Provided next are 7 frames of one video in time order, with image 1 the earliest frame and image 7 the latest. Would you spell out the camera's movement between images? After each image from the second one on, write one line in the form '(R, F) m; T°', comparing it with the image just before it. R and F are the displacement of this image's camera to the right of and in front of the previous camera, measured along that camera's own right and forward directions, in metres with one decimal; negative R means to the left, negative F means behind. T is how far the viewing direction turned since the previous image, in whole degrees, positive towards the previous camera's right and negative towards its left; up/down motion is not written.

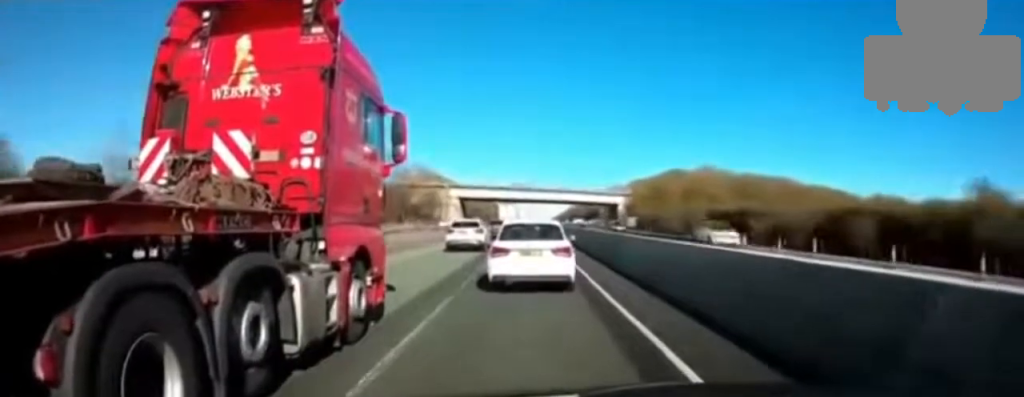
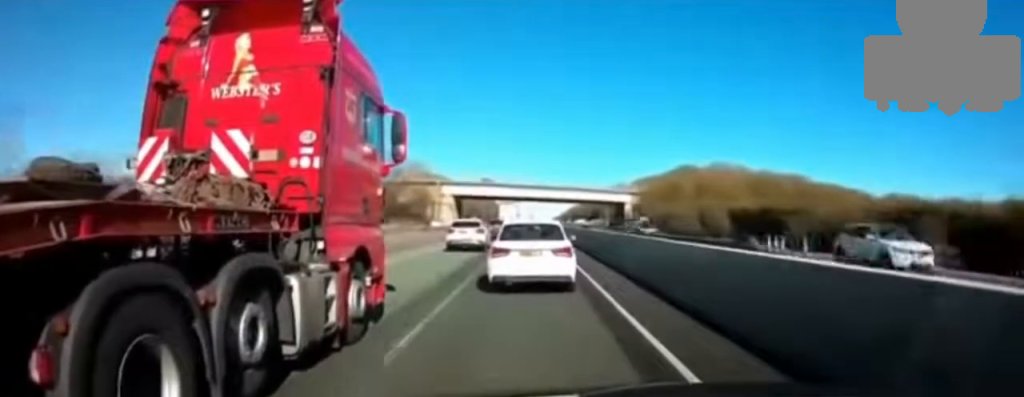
(0.0, +8.5) m; 0°
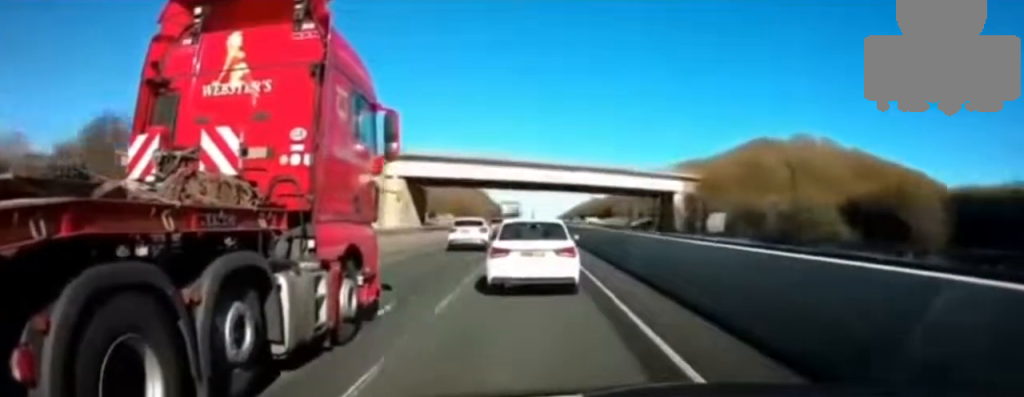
(+0.3, +36.8) m; 0°
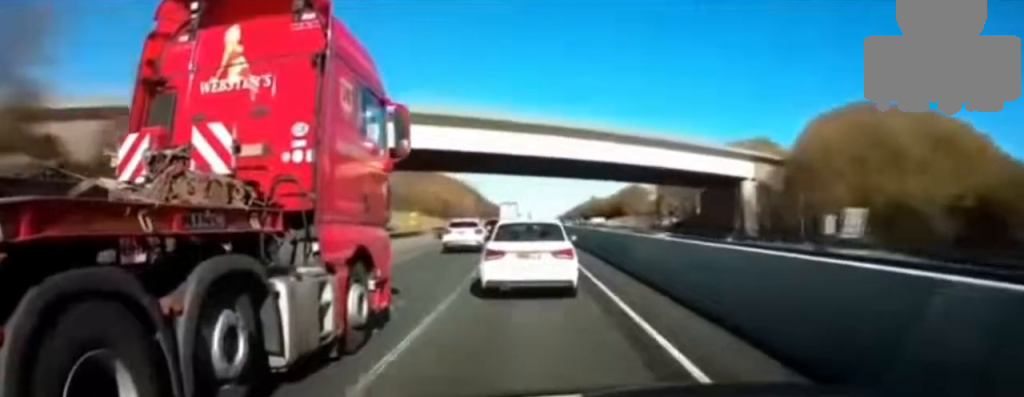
(-0.2, +25.3) m; 0°
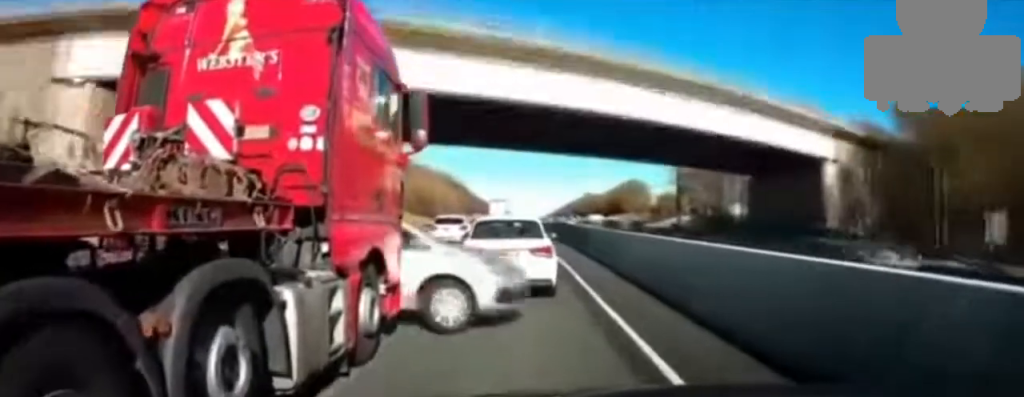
(+0.1, +16.0) m; +1°
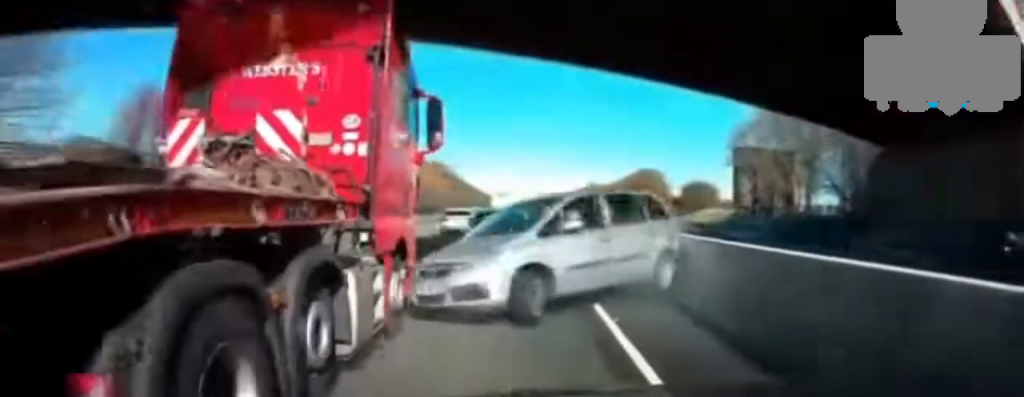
(+0.1, +23.2) m; -1°
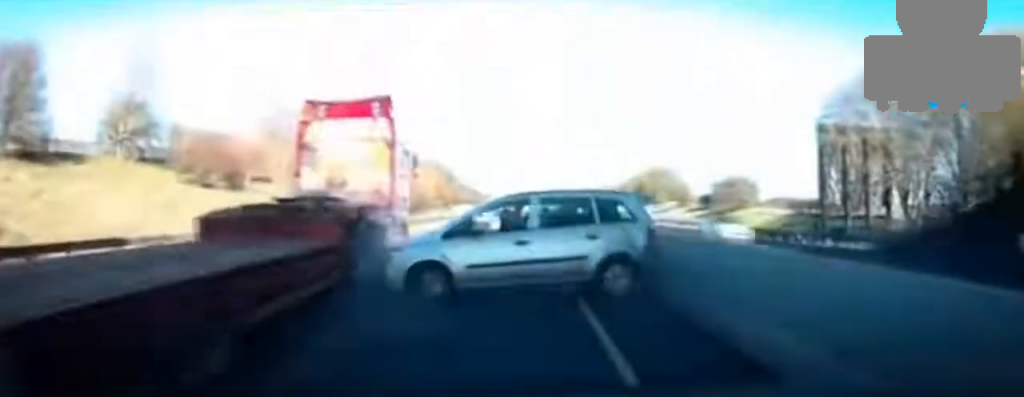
(-0.8, +28.1) m; -3°
